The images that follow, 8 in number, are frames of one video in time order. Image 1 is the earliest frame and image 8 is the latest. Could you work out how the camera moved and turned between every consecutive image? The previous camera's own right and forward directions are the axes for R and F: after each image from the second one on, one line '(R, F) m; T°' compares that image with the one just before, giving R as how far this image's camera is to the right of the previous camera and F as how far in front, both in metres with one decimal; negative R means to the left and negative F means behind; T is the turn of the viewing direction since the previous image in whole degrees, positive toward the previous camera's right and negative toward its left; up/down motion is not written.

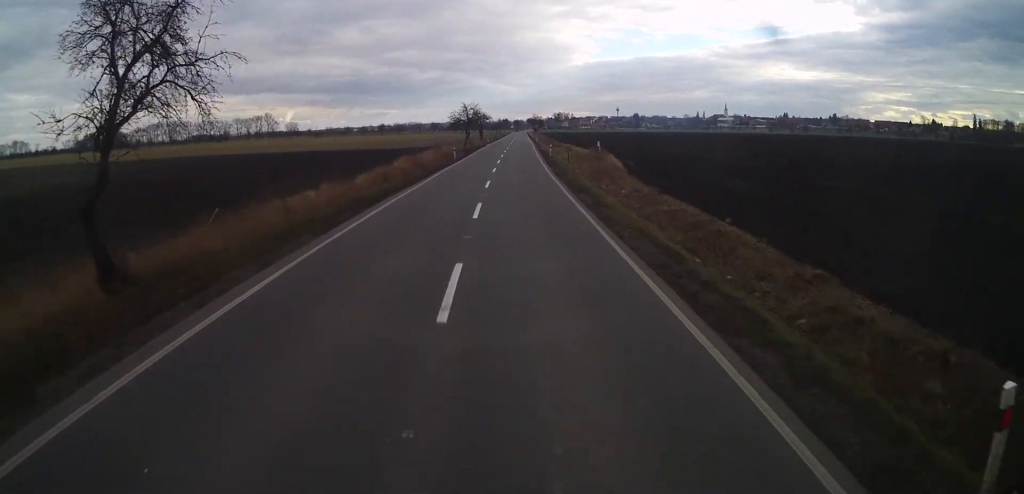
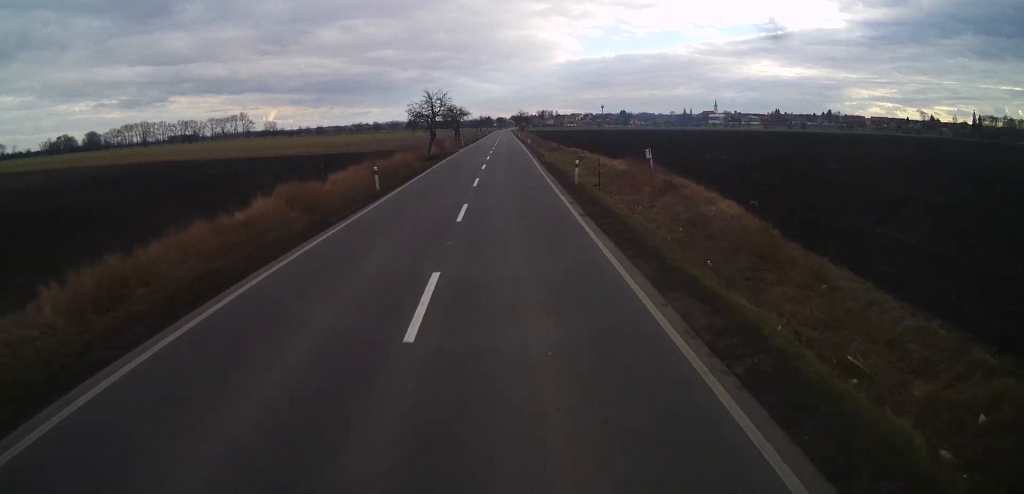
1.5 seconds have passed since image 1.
(+0.9, +27.5) m; +3°
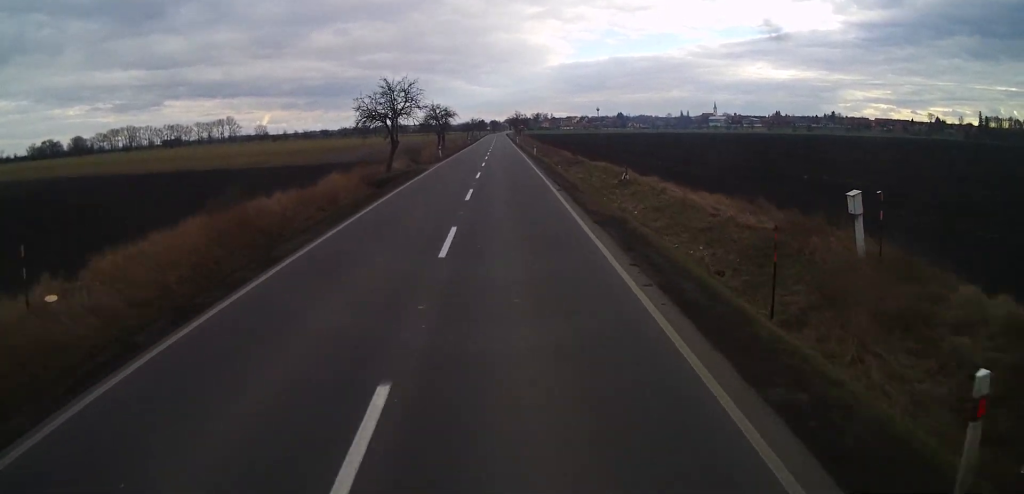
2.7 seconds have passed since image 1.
(+0.3, +22.1) m; +2°
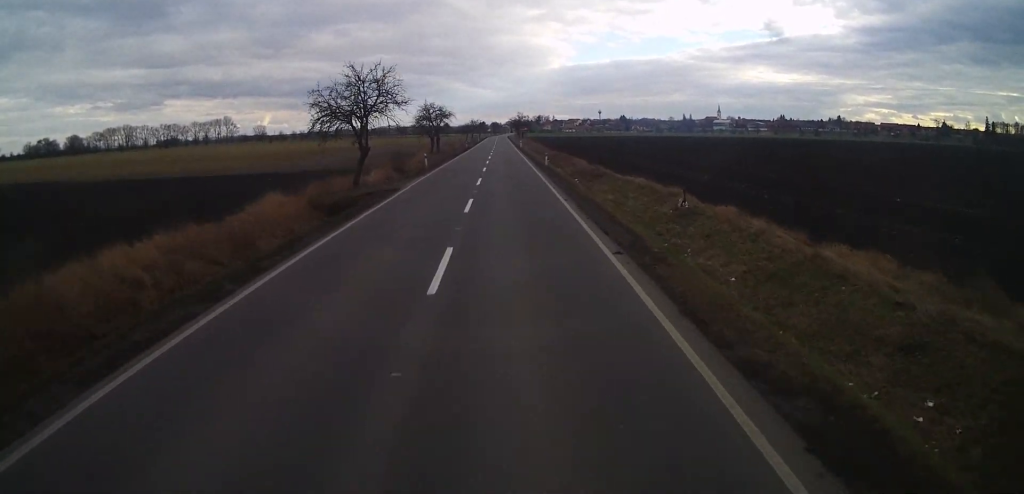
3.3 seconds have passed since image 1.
(+0.3, +11.1) m; +1°
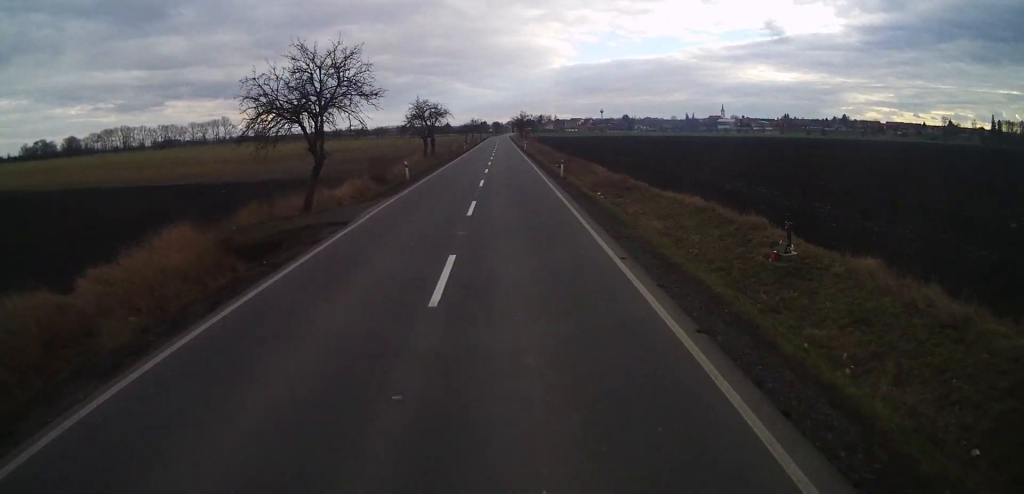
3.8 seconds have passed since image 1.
(-0.2, +9.3) m; -1°
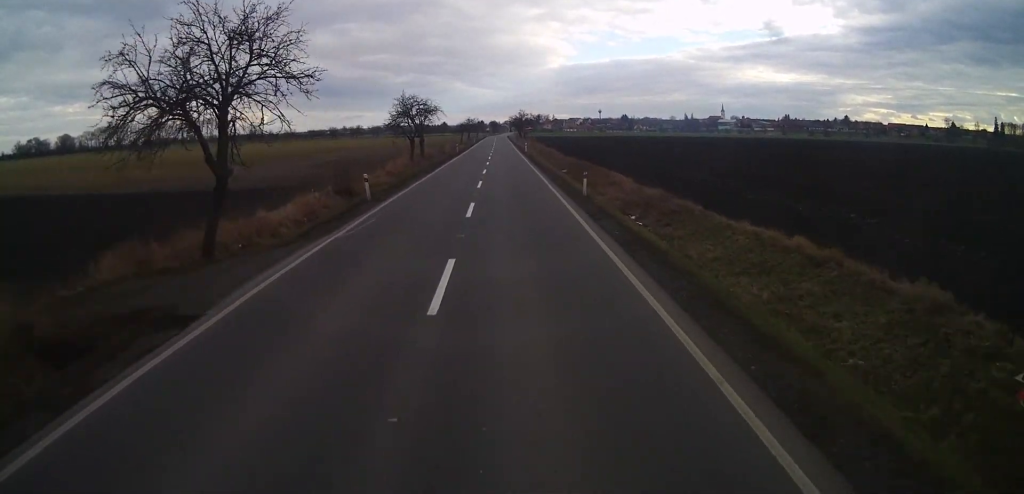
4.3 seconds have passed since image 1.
(-0.1, +9.3) m; -1°
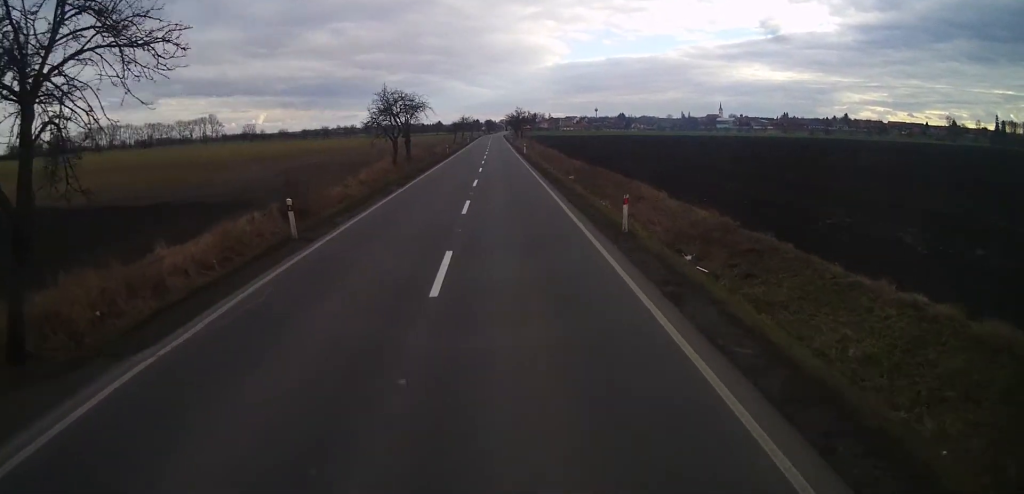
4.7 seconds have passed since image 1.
(0.0, +8.1) m; 0°
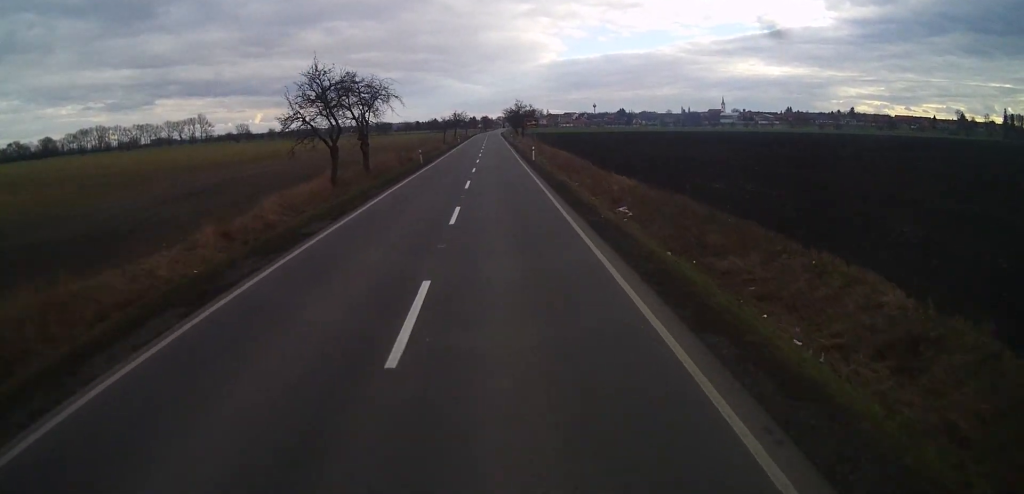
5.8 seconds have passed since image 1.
(0.0, +20.0) m; +1°
